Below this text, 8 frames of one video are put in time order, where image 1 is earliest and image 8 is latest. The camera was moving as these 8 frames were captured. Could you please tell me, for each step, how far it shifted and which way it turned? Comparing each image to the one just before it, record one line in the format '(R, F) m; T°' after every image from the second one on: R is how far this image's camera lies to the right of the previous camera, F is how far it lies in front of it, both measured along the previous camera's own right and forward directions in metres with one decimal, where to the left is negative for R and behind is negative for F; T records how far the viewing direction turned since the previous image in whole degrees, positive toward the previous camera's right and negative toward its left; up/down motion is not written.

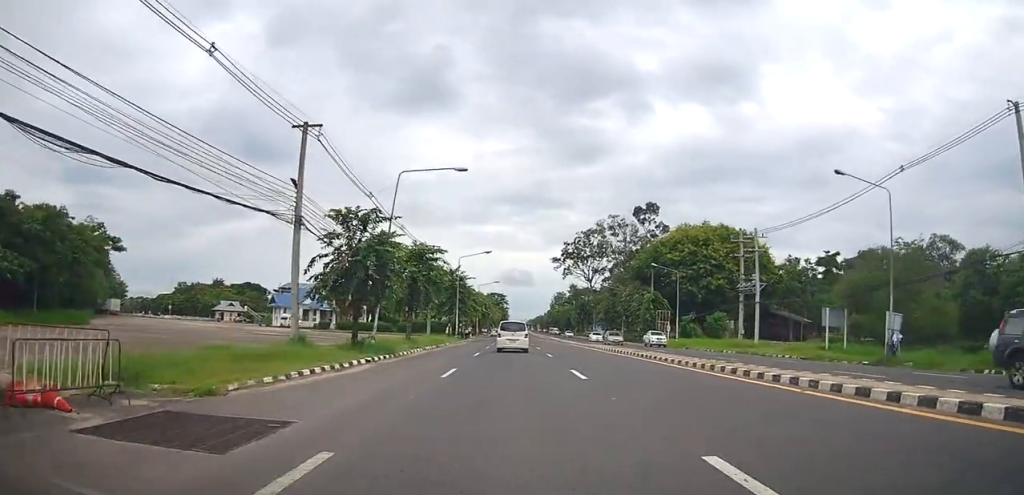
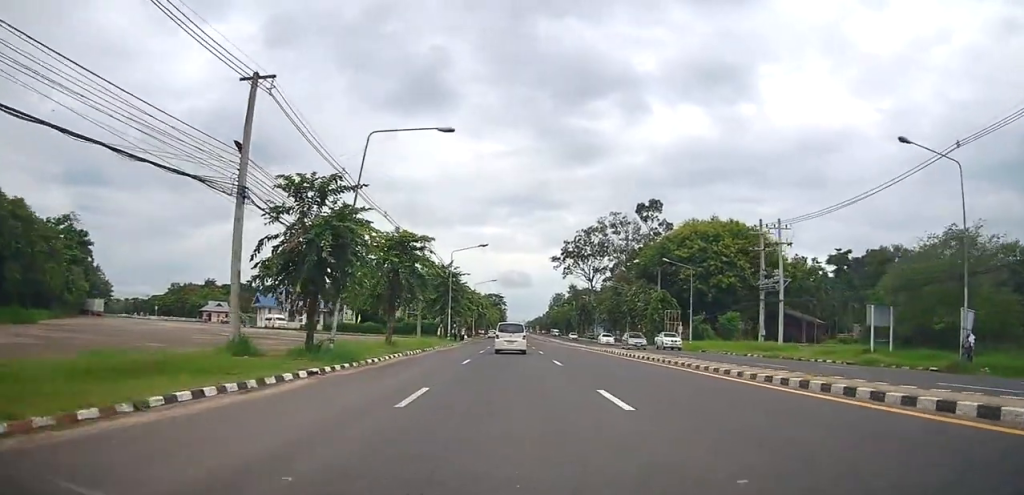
(+0.1, +5.6) m; 0°
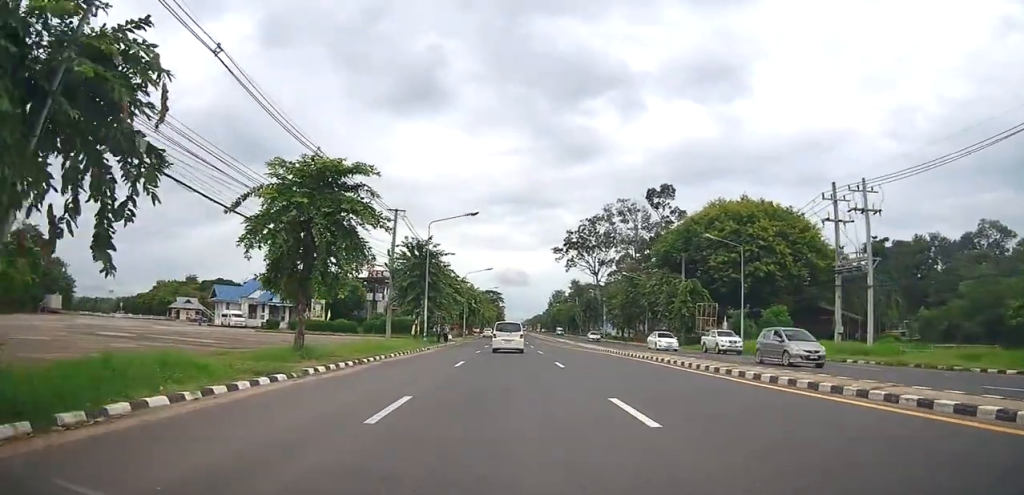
(-0.3, +13.9) m; -3°
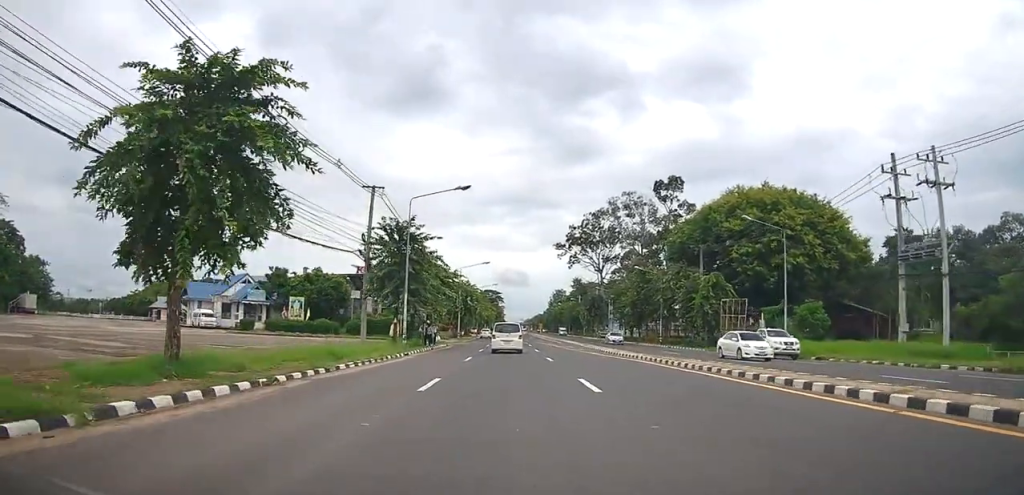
(-0.4, +7.7) m; 0°
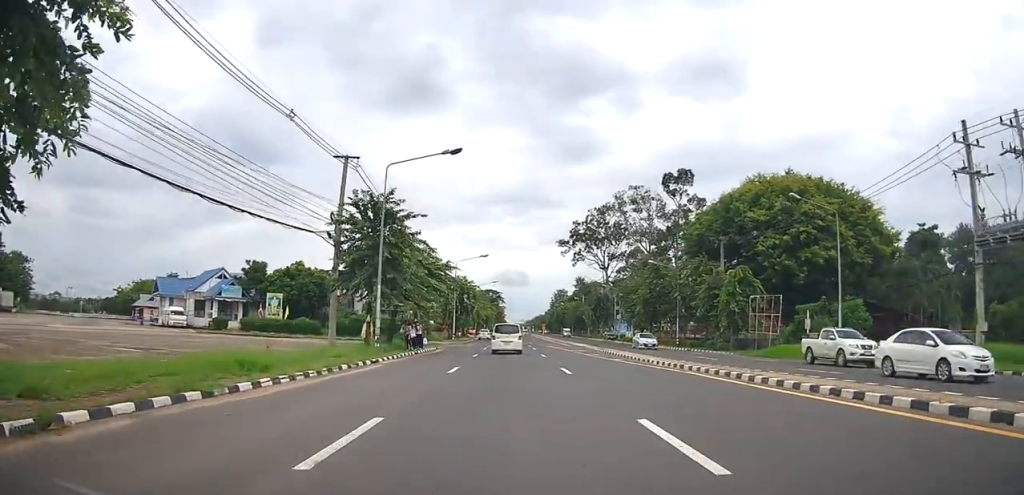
(+0.2, +6.8) m; 0°
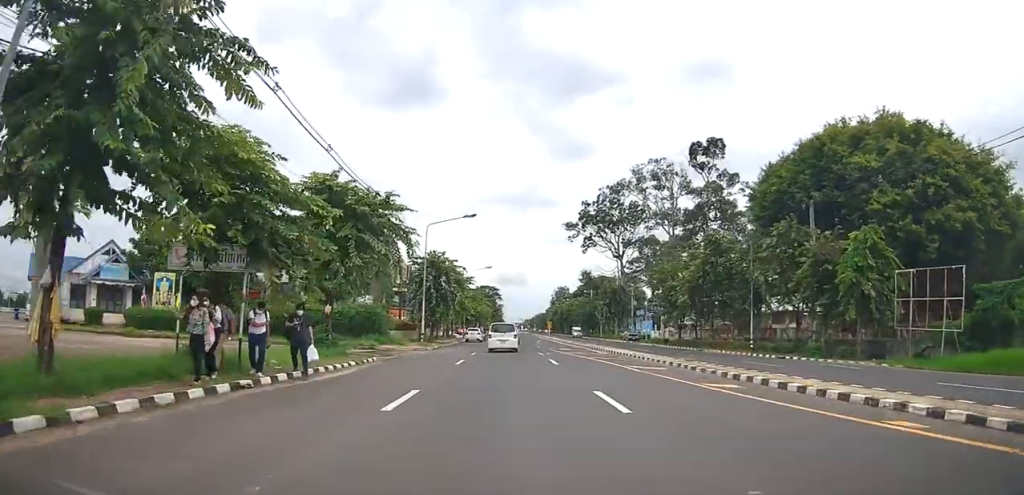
(-0.1, +20.7) m; +1°
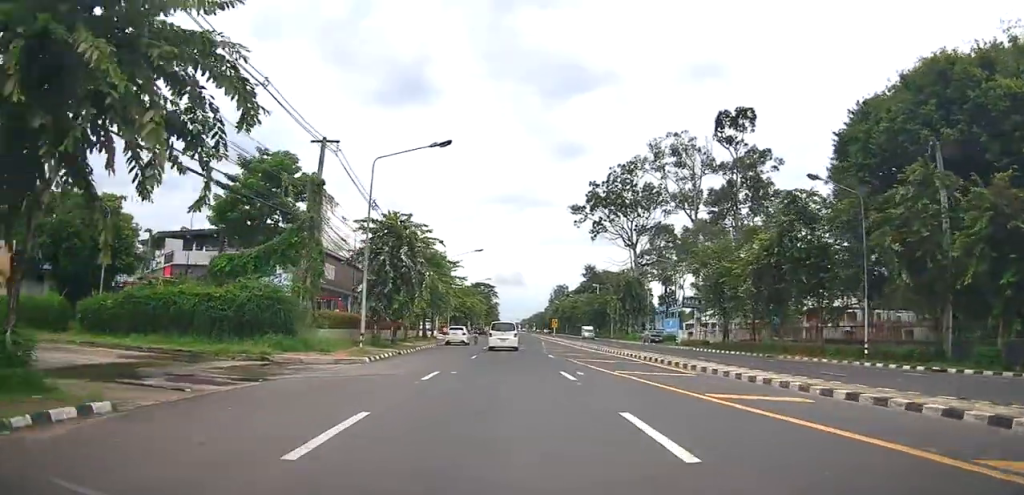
(+0.6, +15.5) m; +1°
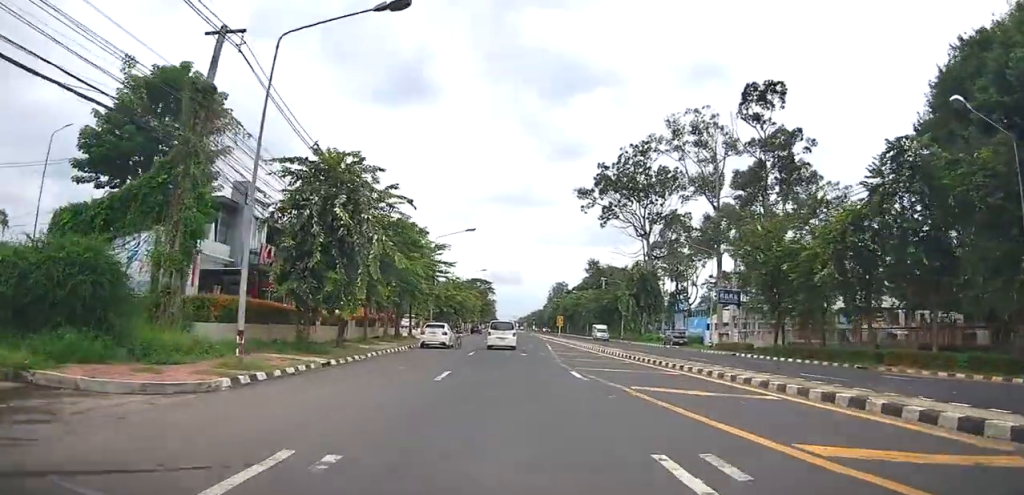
(-0.1, +11.1) m; -1°
